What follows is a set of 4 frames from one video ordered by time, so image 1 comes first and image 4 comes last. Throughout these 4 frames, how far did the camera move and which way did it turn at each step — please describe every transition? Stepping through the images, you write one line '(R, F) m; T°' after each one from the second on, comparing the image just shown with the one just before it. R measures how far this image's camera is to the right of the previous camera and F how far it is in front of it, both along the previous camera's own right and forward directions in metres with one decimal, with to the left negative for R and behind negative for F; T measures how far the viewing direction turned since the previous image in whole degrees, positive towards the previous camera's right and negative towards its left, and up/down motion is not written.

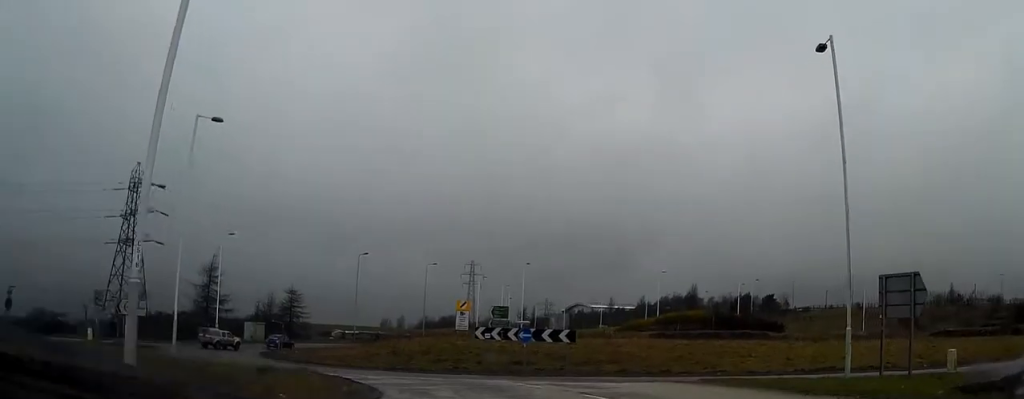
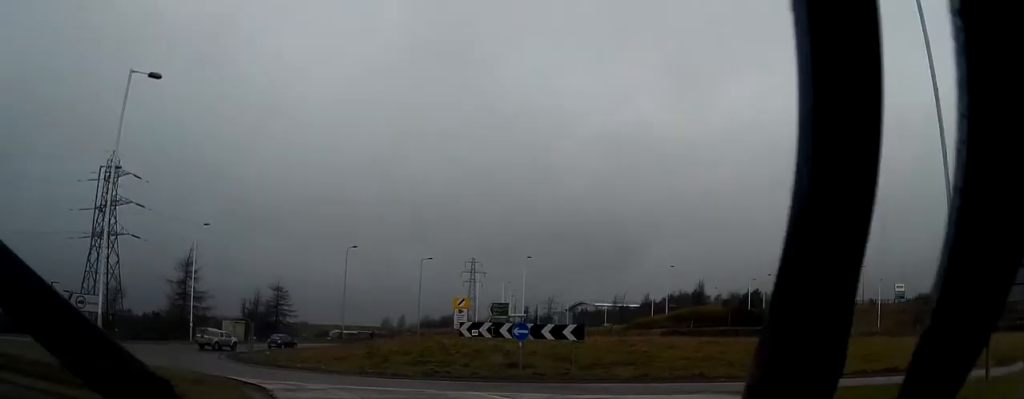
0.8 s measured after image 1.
(+0.1, +7.0) m; -1°
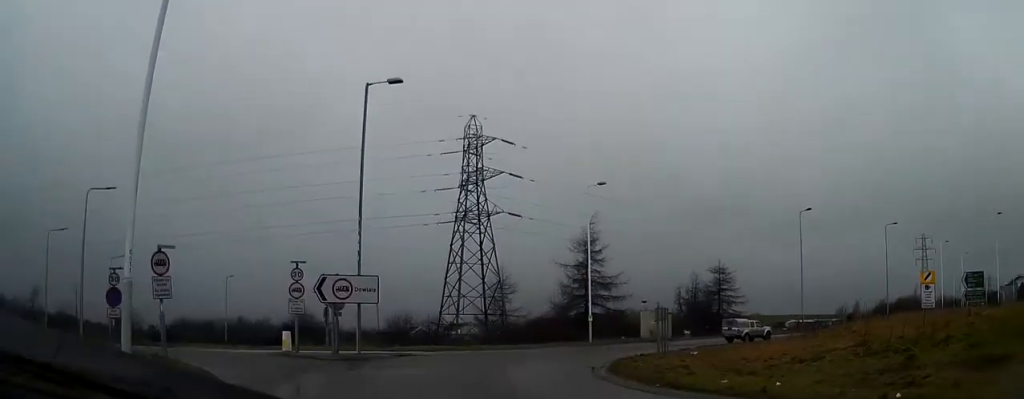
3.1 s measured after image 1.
(-3.7, +19.0) m; -29°
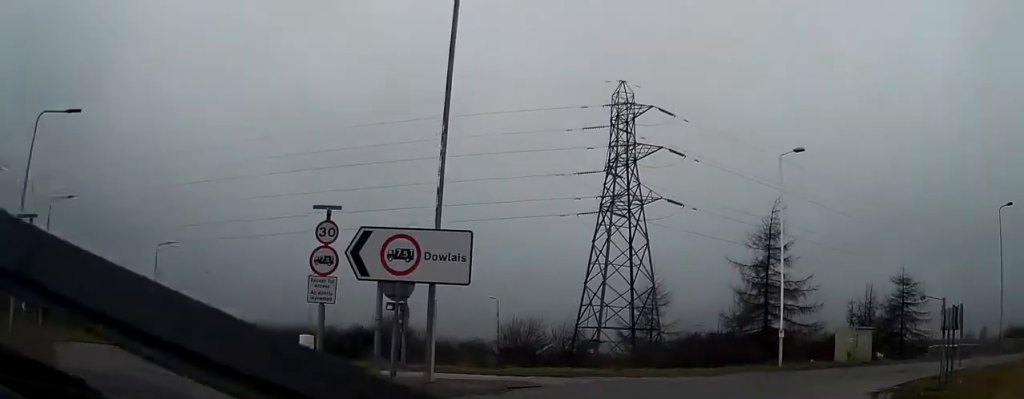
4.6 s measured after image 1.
(-2.5, +14.2) m; -12°
